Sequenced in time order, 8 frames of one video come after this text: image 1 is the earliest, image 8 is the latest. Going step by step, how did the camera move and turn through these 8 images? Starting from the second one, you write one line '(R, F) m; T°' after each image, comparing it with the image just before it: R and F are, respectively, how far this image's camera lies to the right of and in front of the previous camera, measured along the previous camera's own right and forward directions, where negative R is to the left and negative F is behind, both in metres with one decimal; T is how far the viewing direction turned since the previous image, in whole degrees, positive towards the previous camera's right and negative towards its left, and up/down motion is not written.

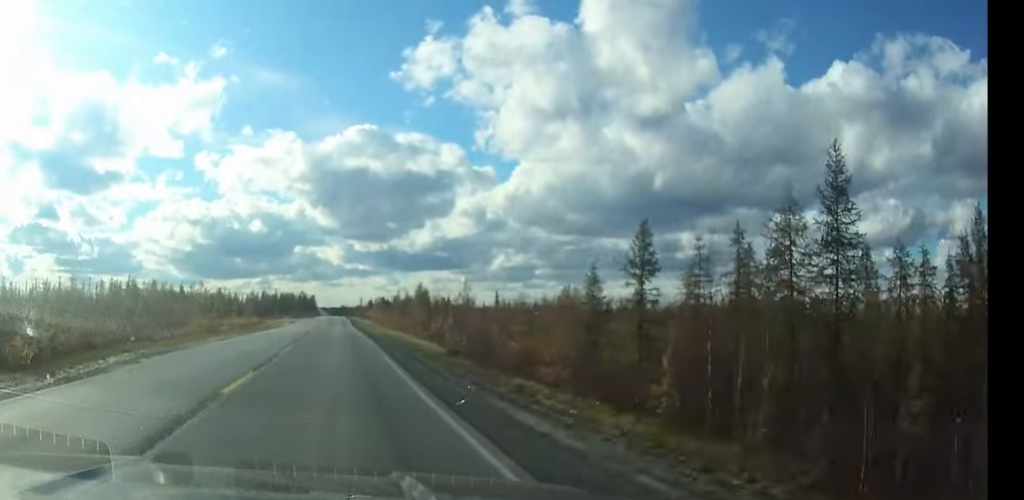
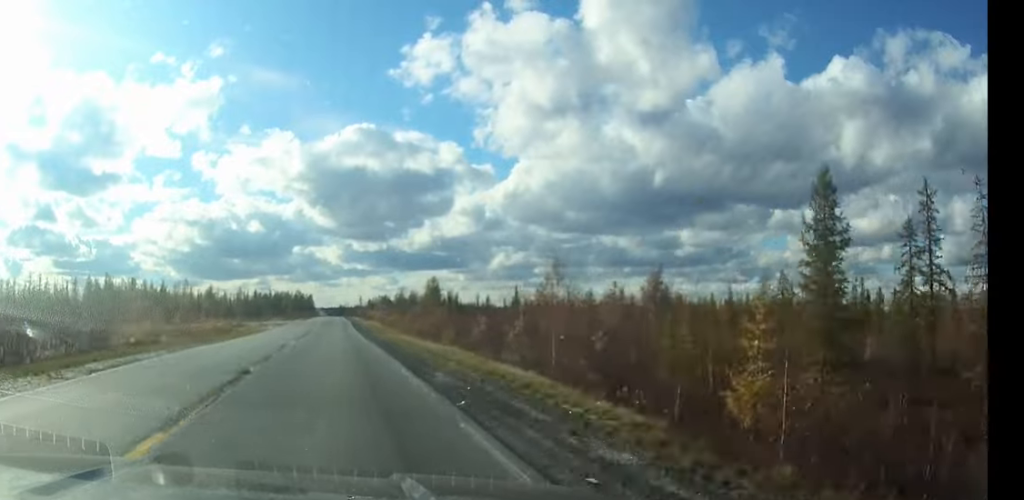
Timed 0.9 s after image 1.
(0.0, +19.4) m; 0°
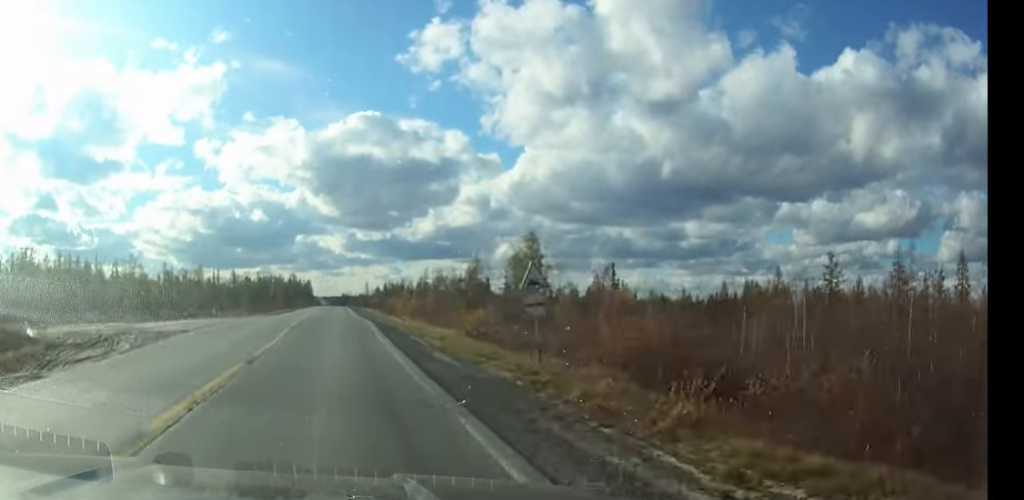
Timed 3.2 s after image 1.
(0.0, +51.7) m; 0°
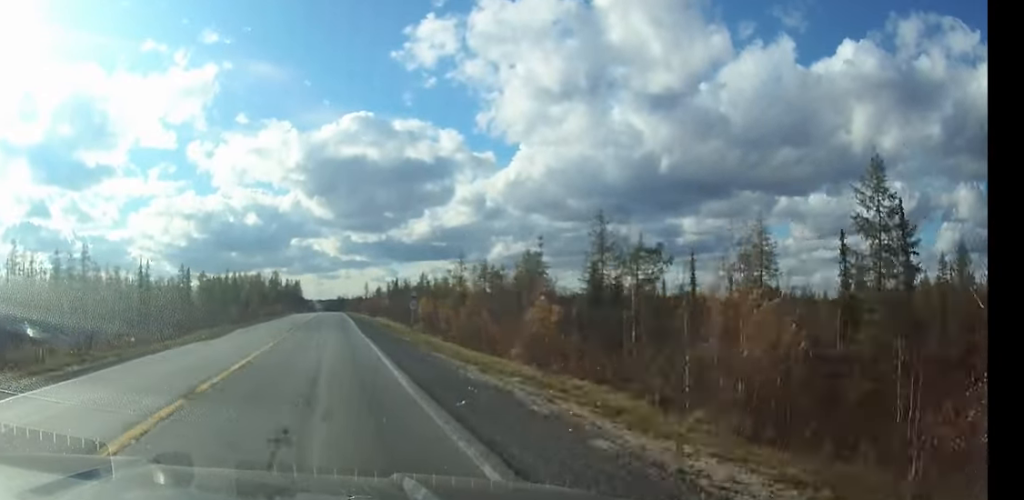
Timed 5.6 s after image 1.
(+0.2, +50.4) m; 0°
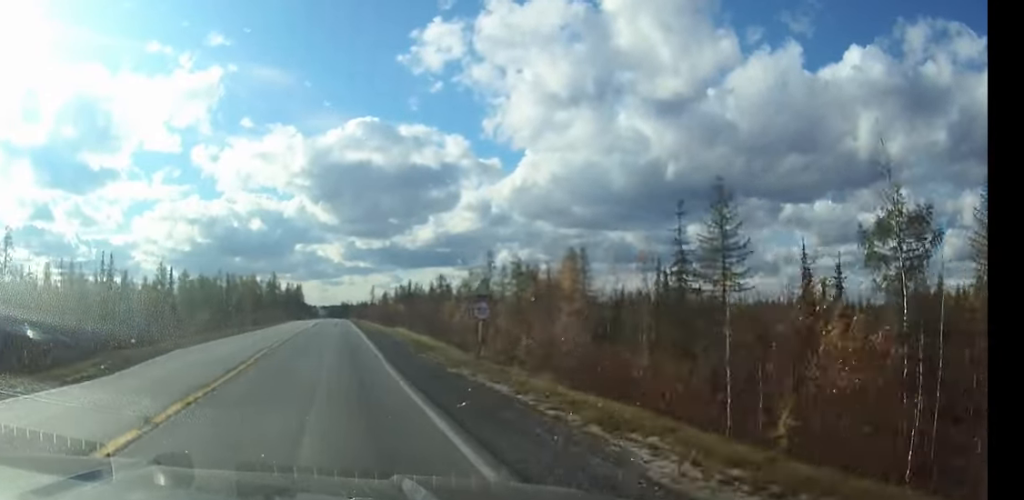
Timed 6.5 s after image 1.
(0.0, +17.9) m; 0°
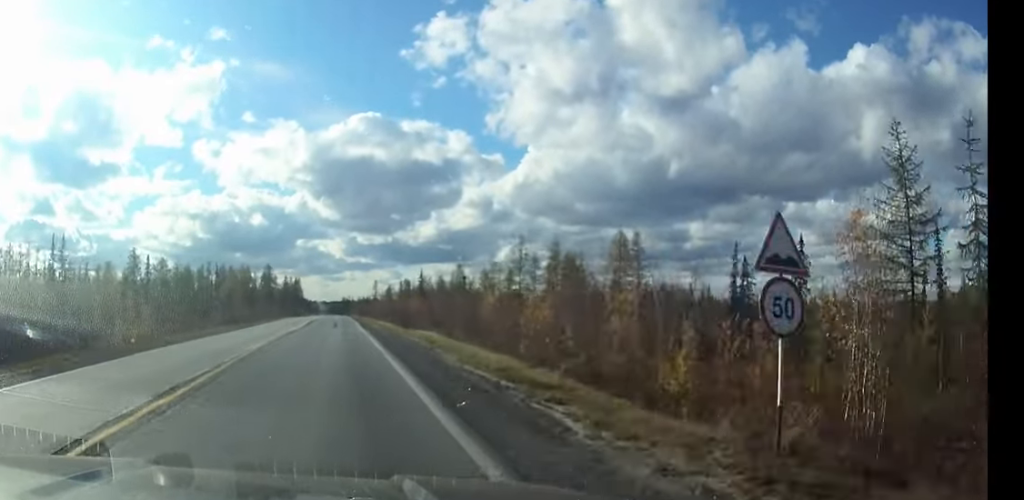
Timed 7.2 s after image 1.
(0.0, +14.3) m; 0°
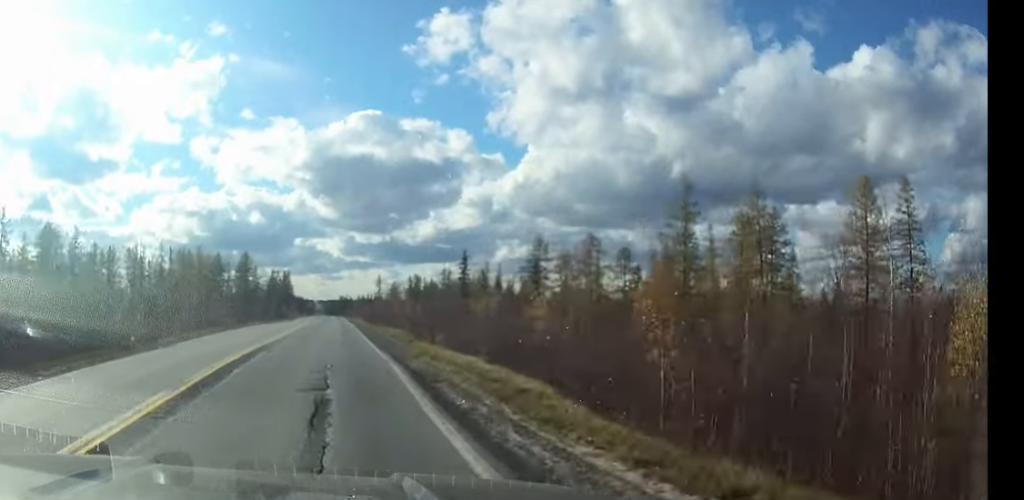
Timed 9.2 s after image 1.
(0.0, +37.8) m; 0°
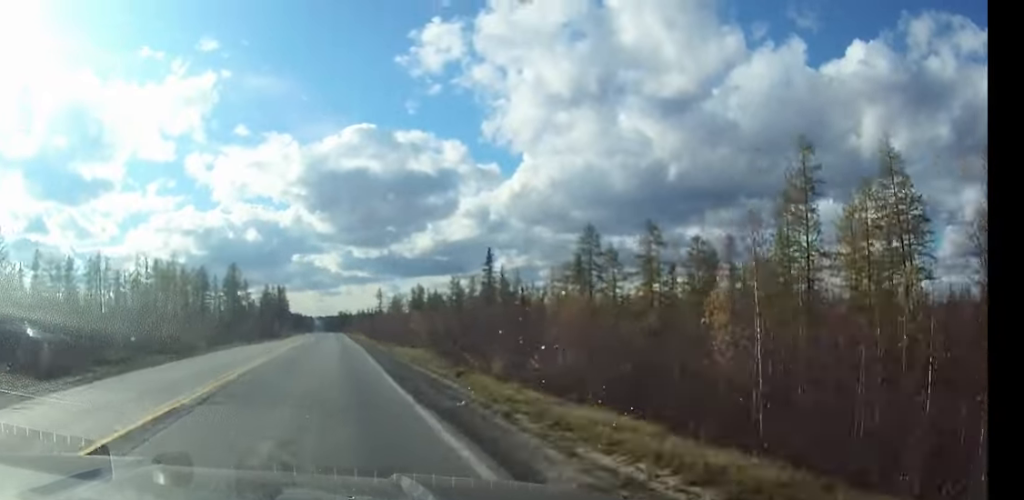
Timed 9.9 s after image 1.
(0.0, +12.6) m; 0°
